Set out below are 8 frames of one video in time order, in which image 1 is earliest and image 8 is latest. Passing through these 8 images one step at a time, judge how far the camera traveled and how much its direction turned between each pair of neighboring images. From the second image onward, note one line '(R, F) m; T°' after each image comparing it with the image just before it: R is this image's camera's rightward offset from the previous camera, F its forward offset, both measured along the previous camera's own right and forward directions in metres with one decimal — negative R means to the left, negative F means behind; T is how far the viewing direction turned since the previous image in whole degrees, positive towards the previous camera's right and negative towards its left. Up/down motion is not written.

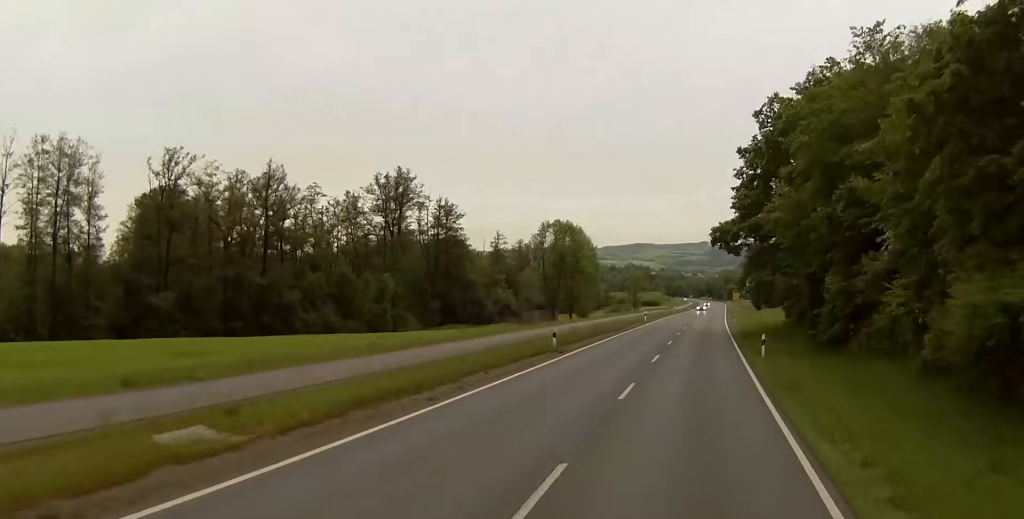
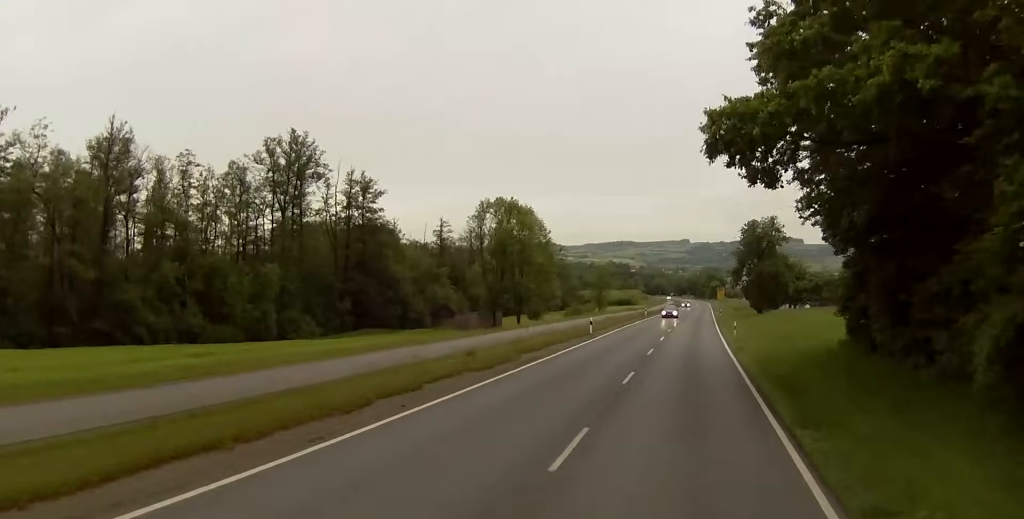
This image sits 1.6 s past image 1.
(+0.7, +36.3) m; +2°
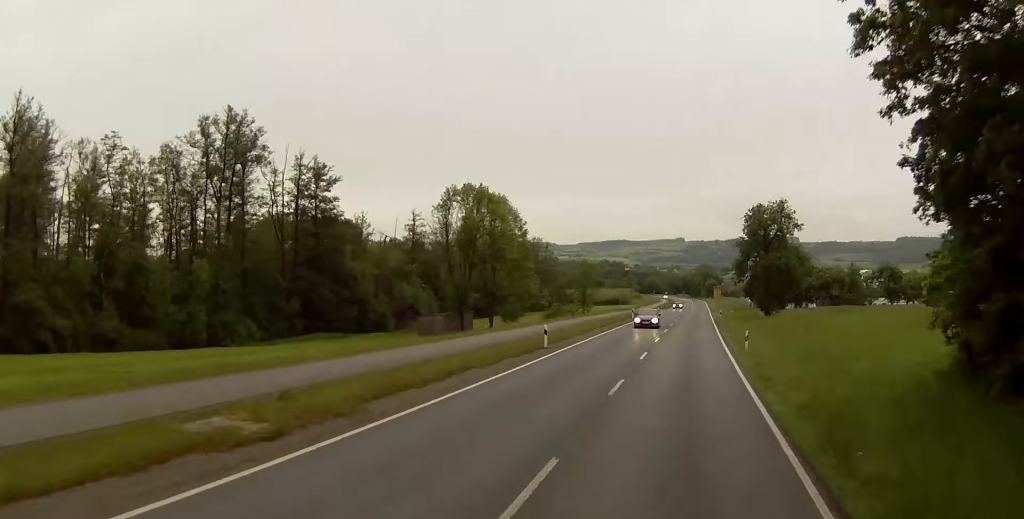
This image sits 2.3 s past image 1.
(0.0, +17.2) m; 0°
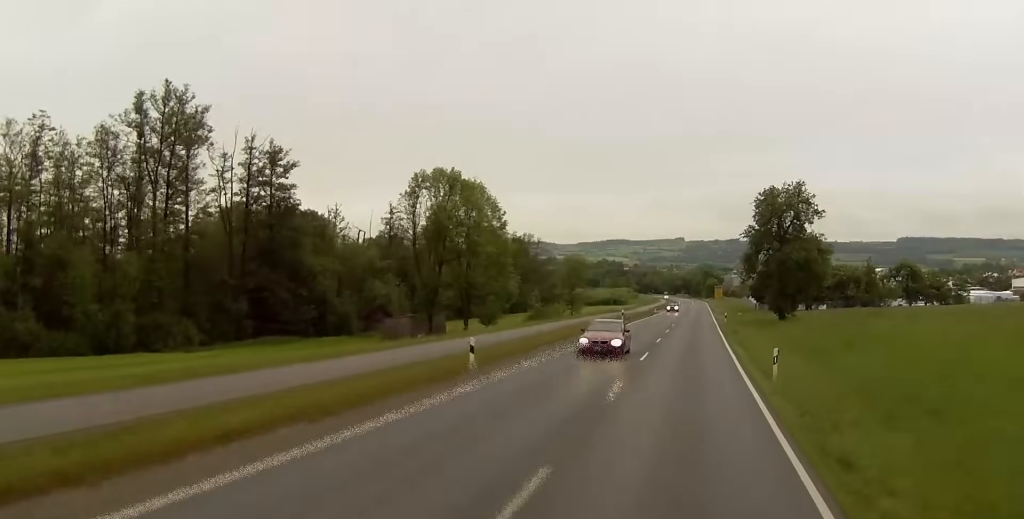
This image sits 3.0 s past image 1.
(0.0, +14.8) m; 0°
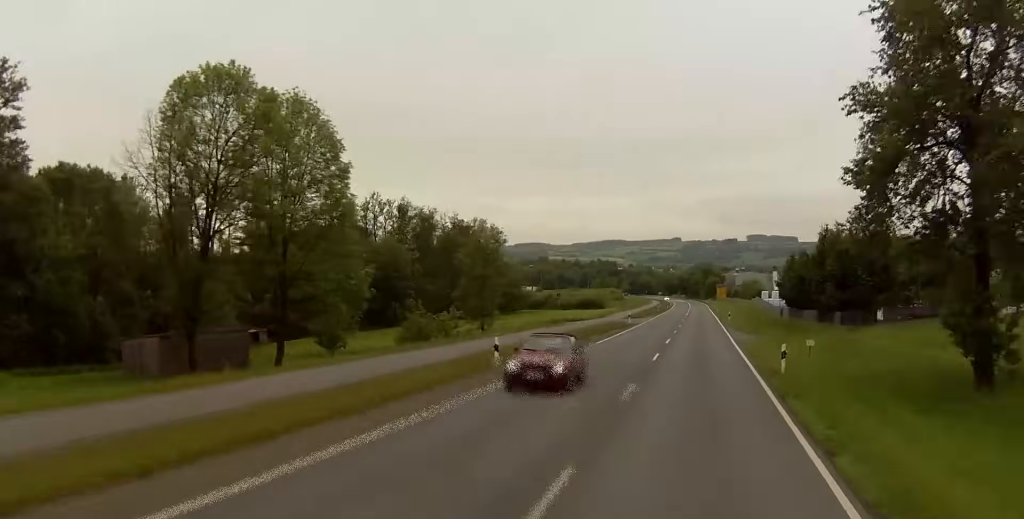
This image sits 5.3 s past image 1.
(0.0, +46.5) m; +1°
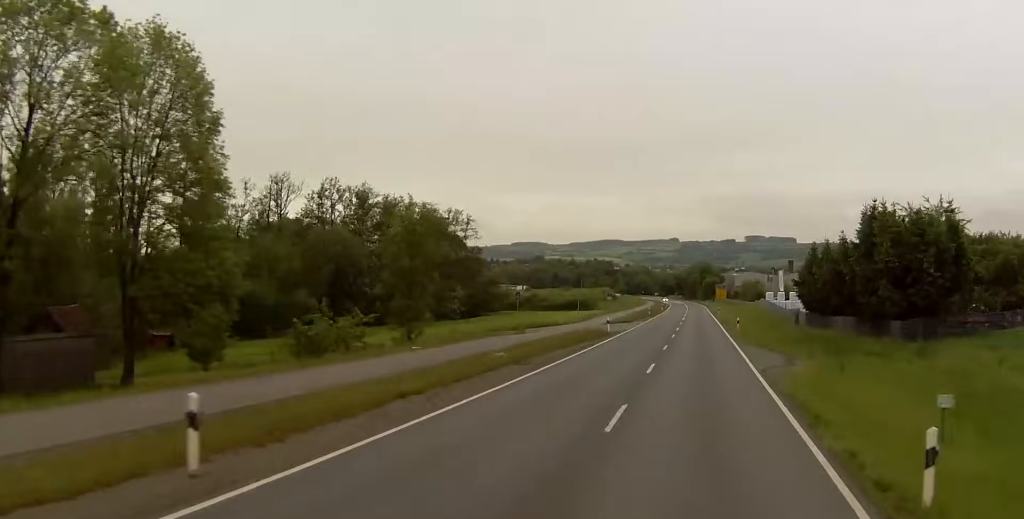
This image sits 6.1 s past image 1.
(+0.2, +14.9) m; +1°
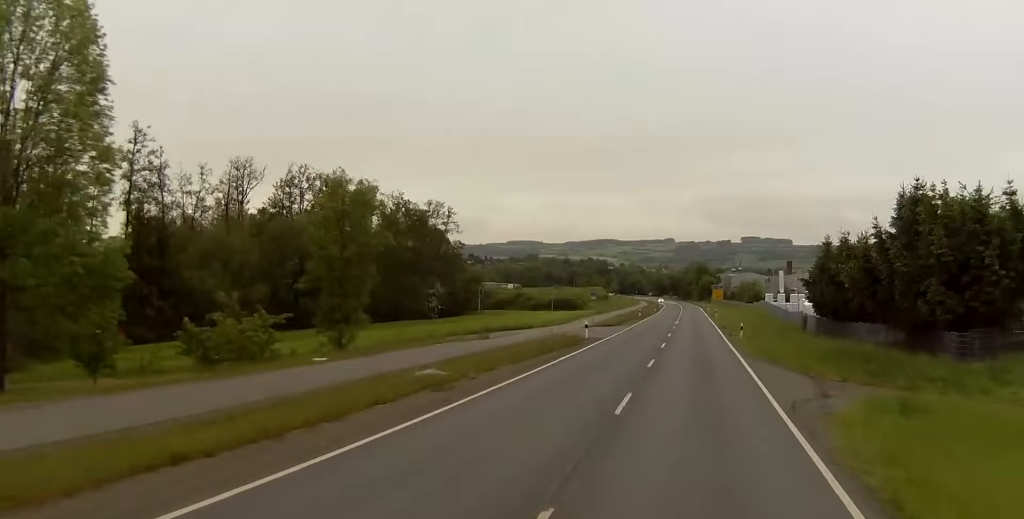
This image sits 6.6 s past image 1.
(+0.2, +8.4) m; 0°
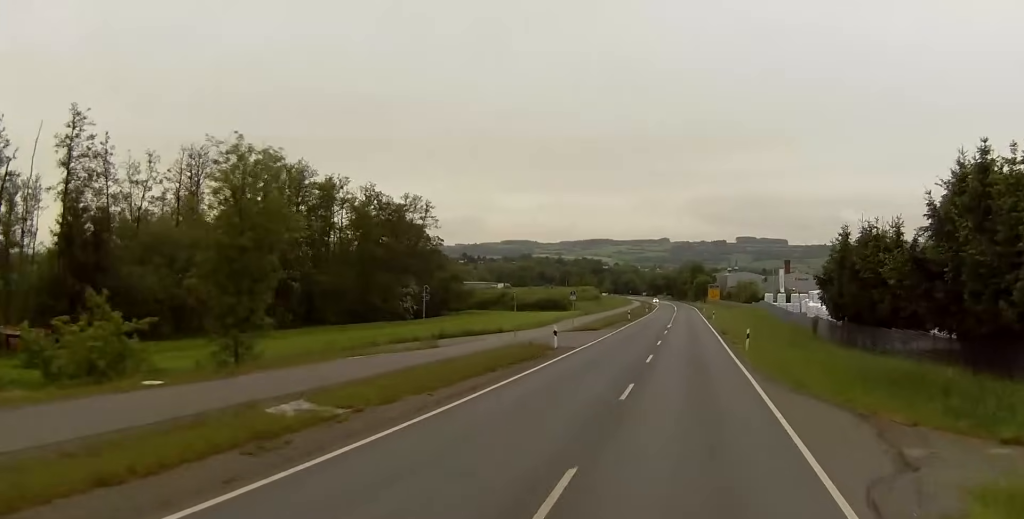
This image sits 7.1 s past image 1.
(-0.1, +8.9) m; 0°
